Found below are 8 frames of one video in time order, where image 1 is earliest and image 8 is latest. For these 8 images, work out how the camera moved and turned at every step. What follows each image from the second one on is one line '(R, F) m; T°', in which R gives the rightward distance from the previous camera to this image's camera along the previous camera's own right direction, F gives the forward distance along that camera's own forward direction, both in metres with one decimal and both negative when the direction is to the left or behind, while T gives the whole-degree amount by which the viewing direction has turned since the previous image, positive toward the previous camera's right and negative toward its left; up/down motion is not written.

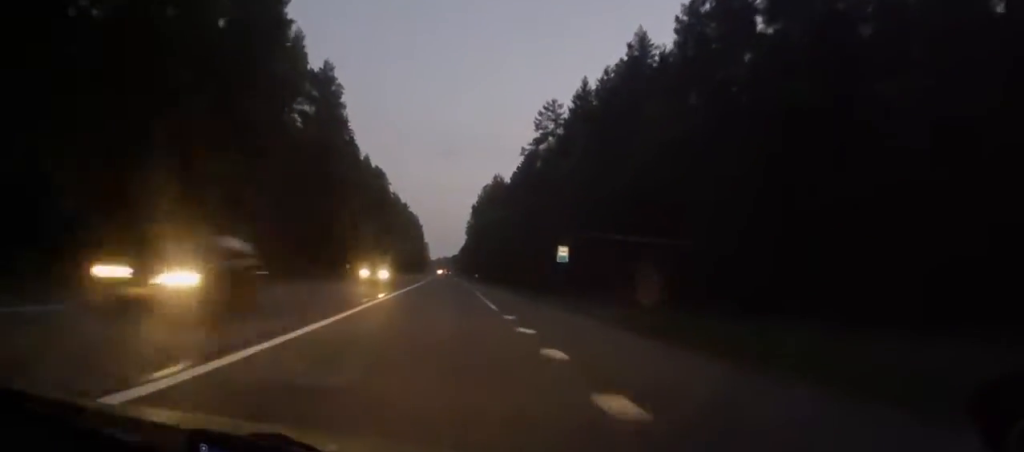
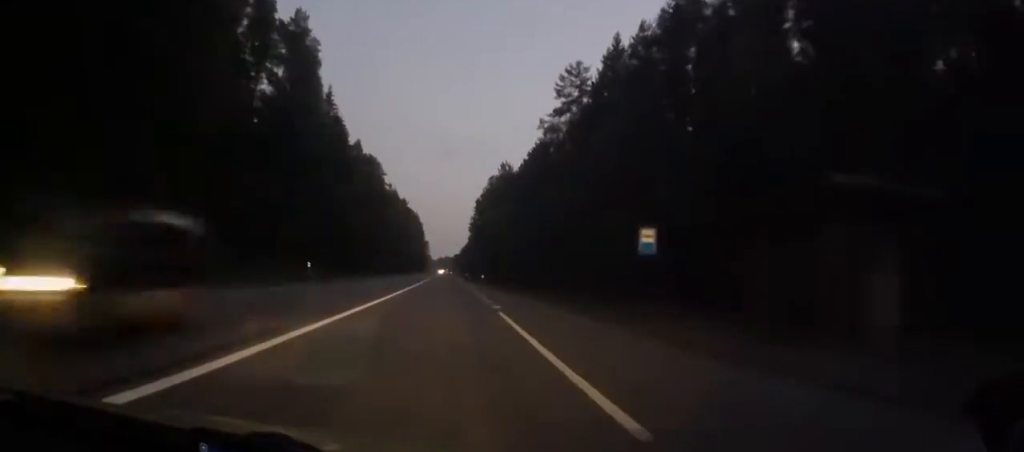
(0.0, +16.6) m; -1°
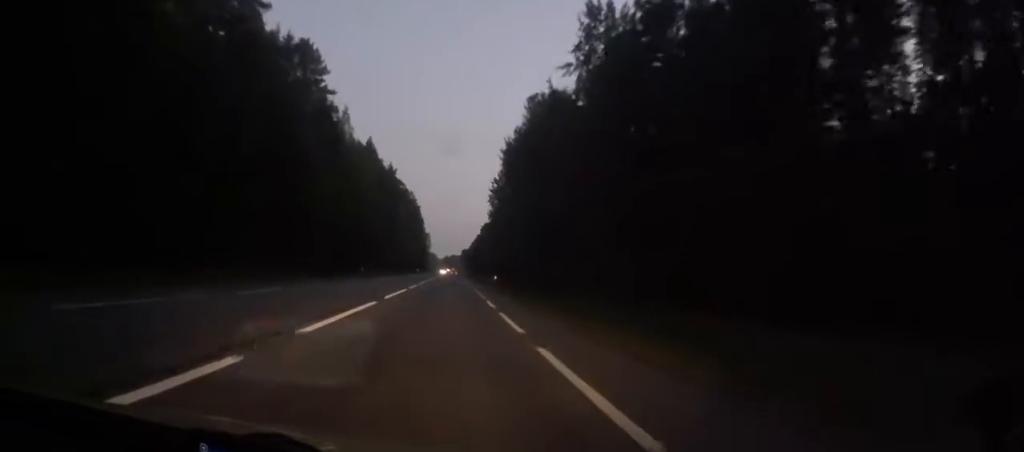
(-0.5, +76.4) m; 0°
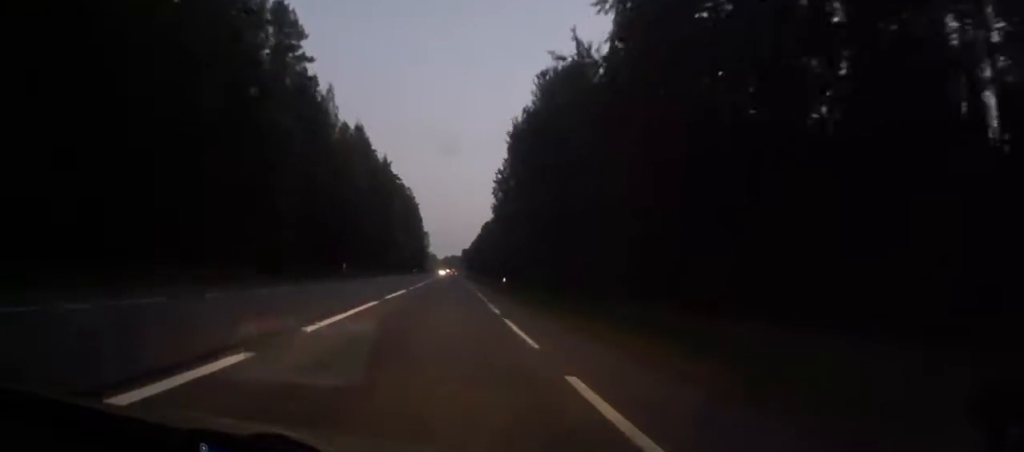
(+0.1, +11.6) m; 0°
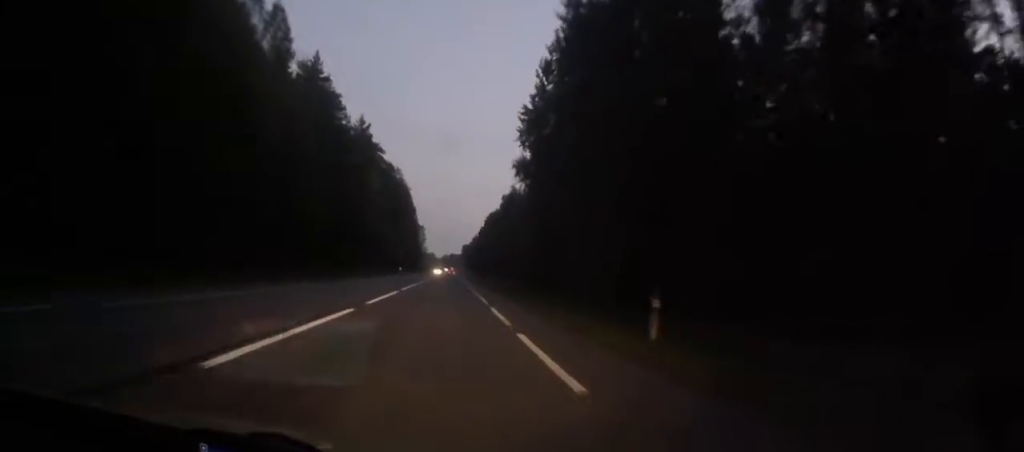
(-0.4, +39.7) m; -1°
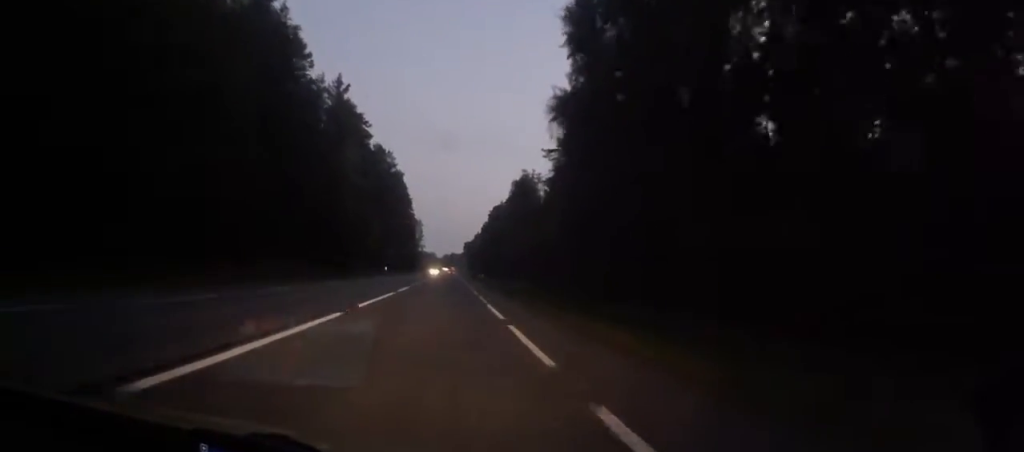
(0.0, +25.2) m; 0°
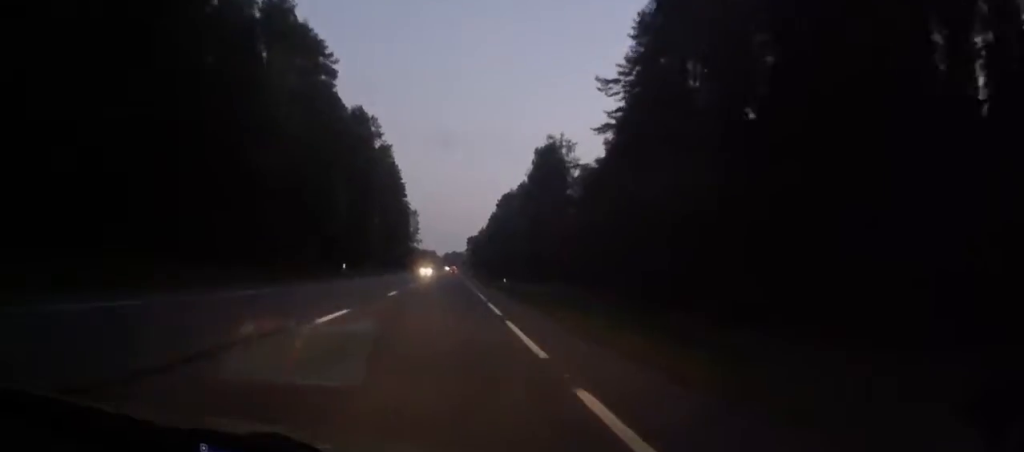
(-0.2, +34.8) m; 0°
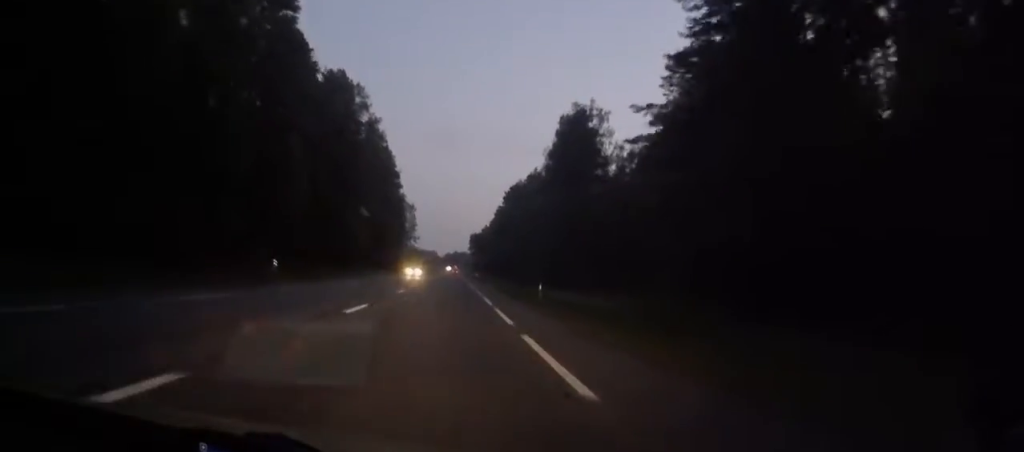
(-0.1, +21.2) m; 0°
